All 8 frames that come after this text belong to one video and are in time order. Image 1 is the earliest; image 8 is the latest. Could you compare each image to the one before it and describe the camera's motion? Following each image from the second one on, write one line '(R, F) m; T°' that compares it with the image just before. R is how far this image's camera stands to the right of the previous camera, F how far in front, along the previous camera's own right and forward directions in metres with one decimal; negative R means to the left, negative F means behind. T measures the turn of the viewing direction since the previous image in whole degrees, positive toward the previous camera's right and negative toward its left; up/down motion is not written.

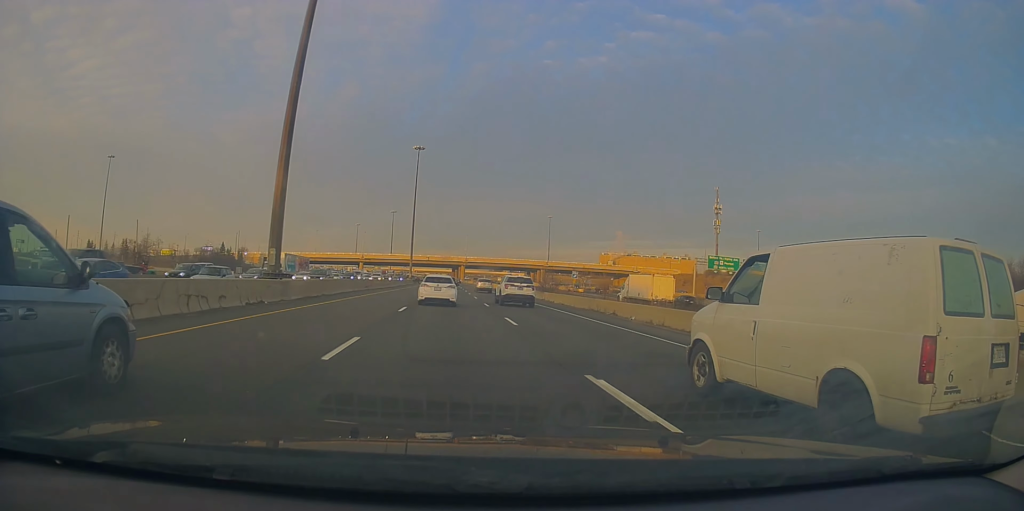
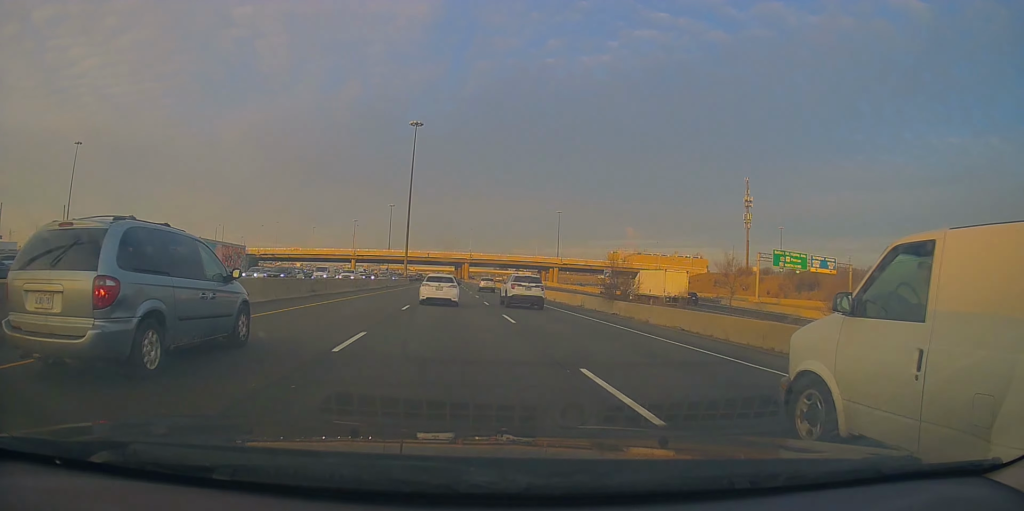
(-0.2, +23.5) m; -1°
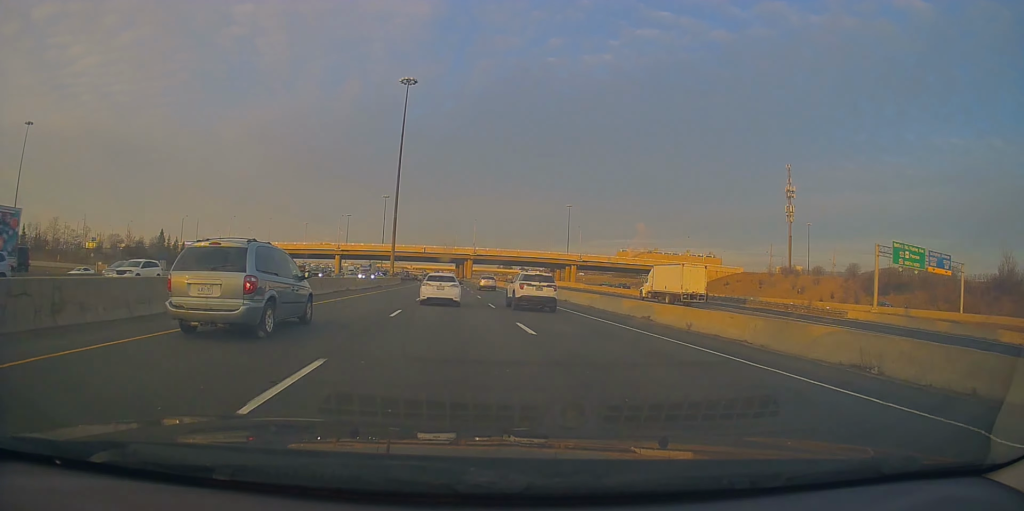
(-0.1, +28.4) m; 0°
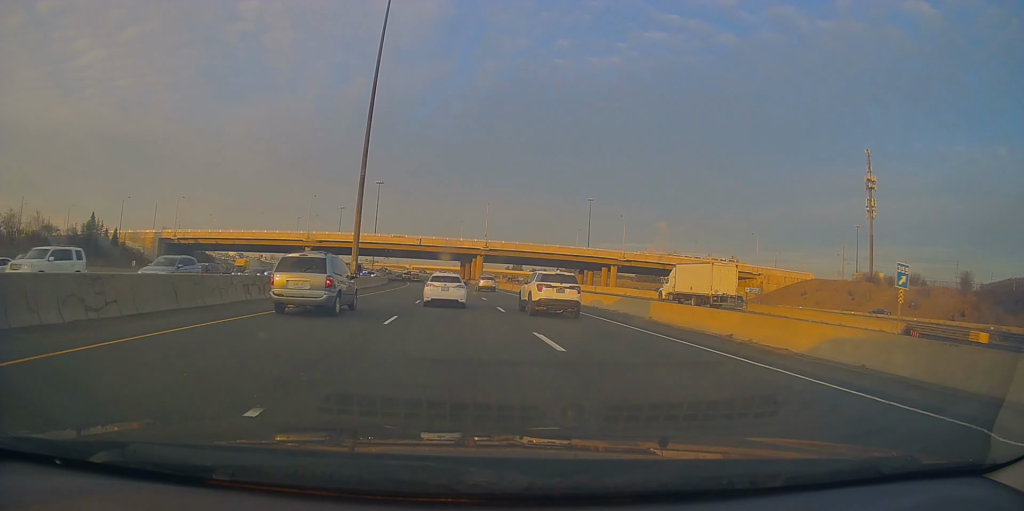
(+0.1, +39.8) m; 0°
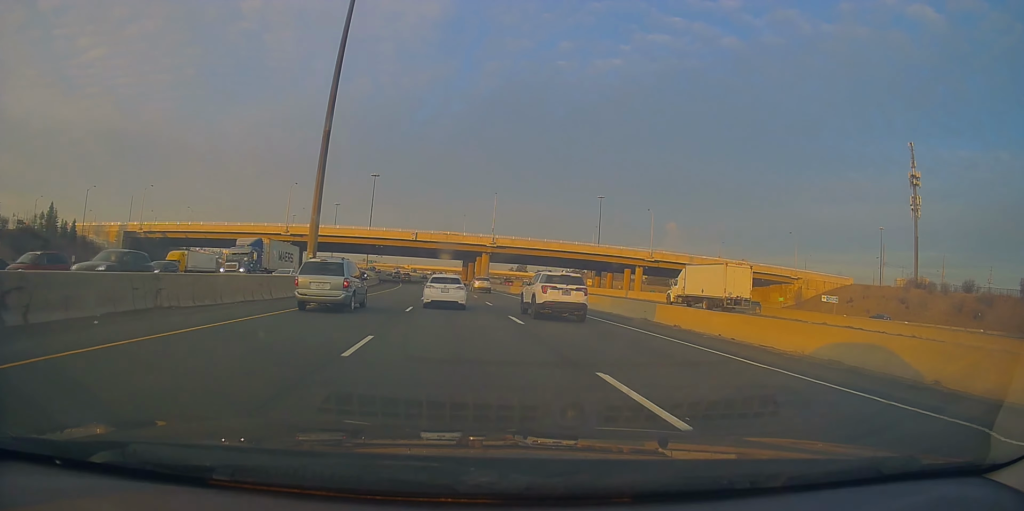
(0.0, +17.9) m; 0°
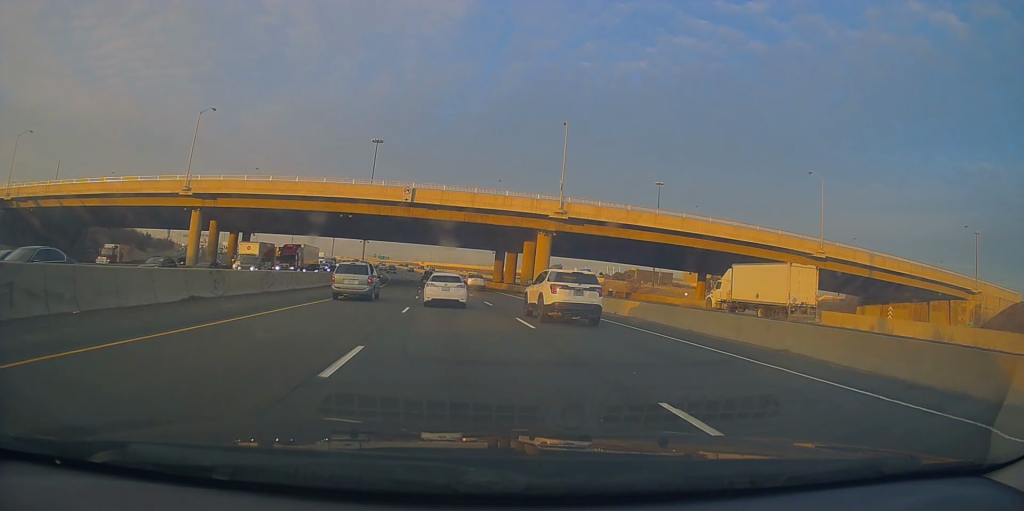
(+0.2, +50.8) m; -1°
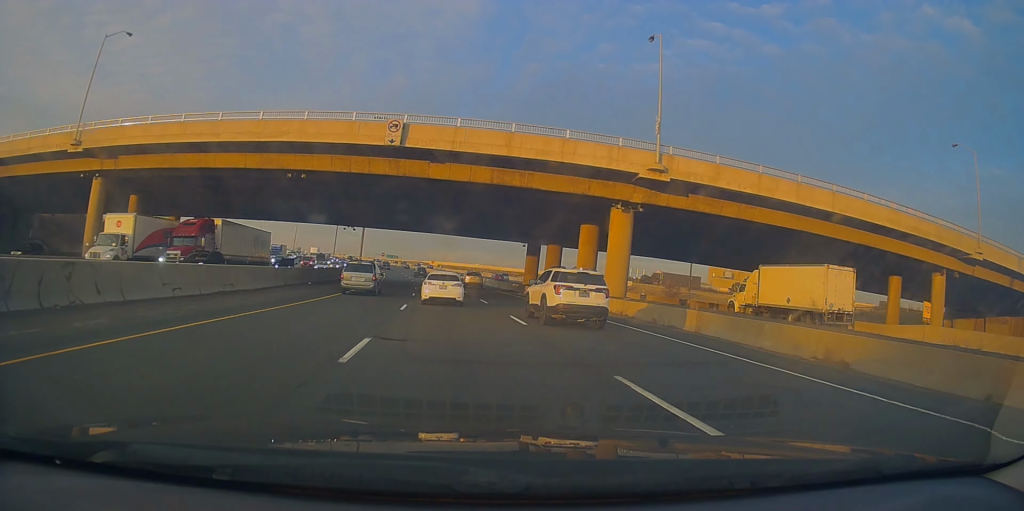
(-0.5, +23.5) m; -2°
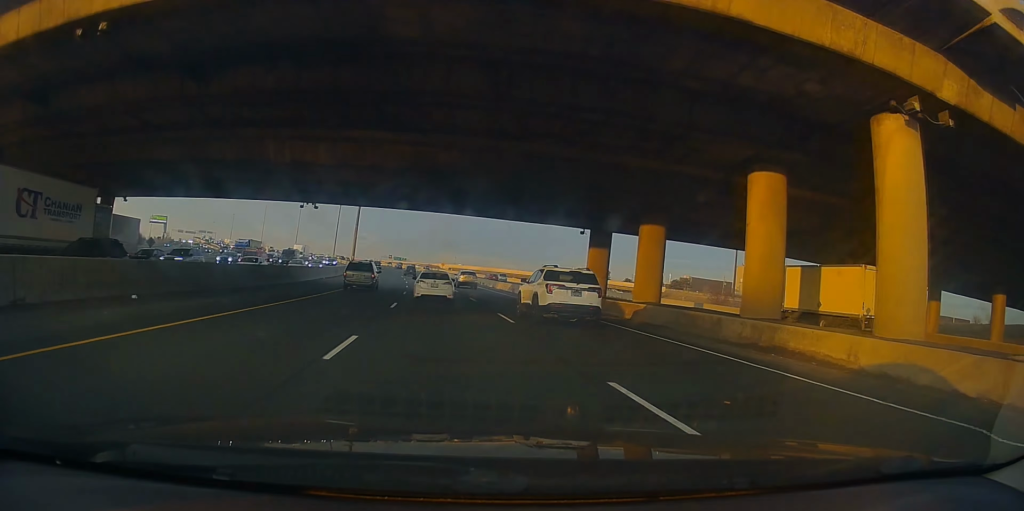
(-0.5, +24.3) m; -2°
